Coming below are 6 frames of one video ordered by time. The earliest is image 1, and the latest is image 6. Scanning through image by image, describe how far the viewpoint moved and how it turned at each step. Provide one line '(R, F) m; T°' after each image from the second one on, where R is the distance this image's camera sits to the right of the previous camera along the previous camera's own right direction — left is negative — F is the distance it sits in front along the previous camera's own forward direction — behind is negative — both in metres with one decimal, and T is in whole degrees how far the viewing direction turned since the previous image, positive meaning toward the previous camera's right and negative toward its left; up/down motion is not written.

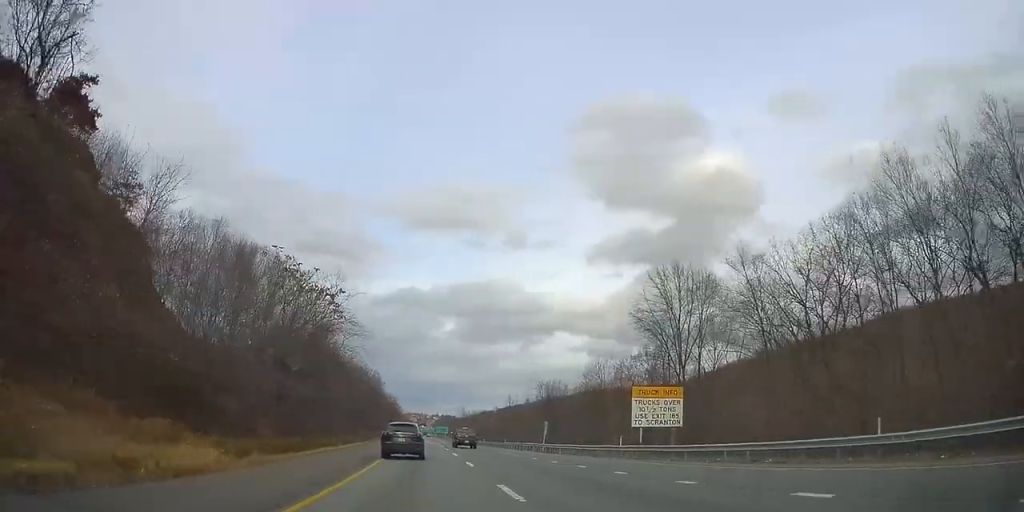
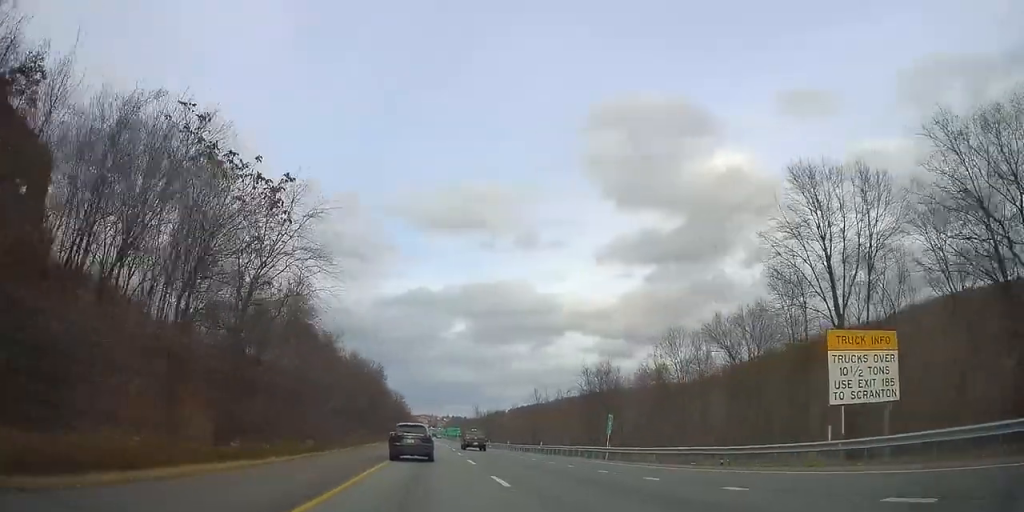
(-0.5, +20.3) m; -2°
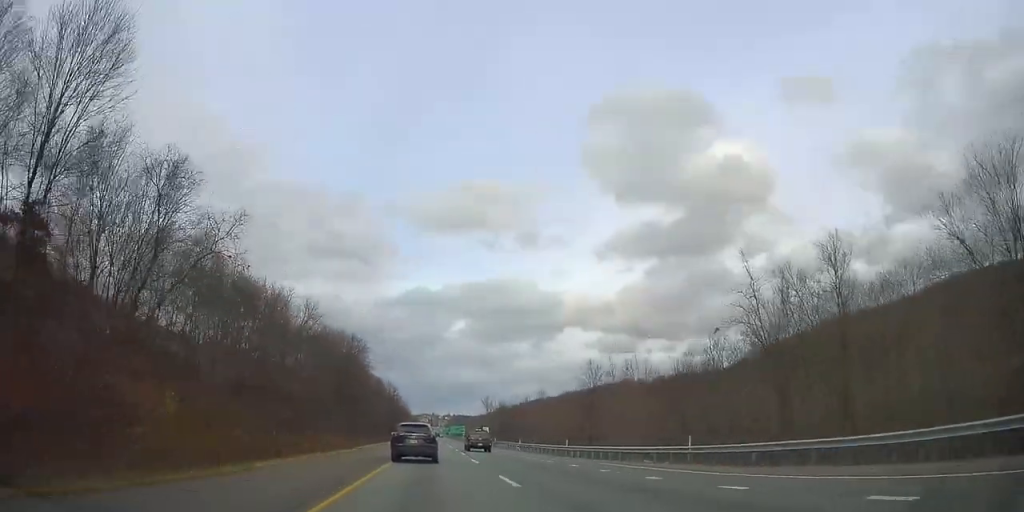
(-1.5, +36.4) m; -4°
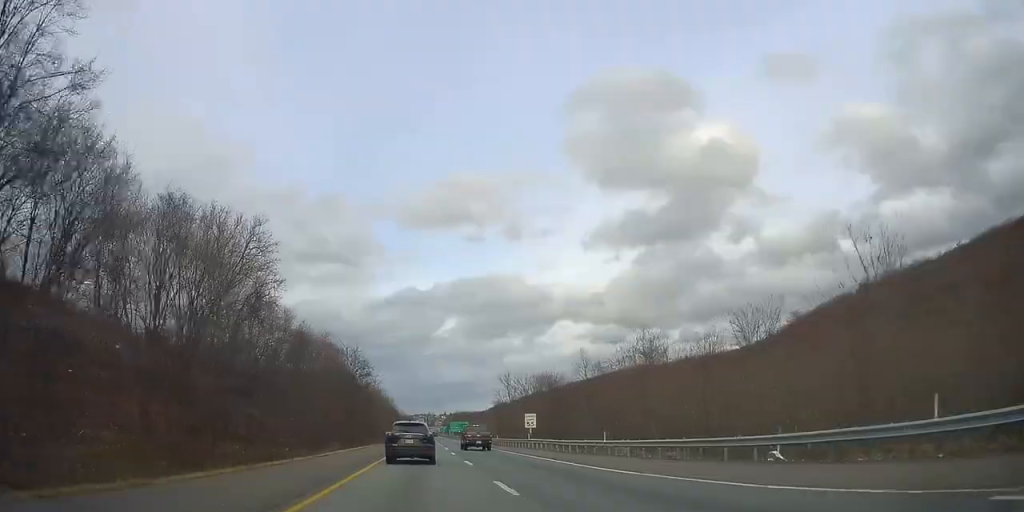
(-0.2, +62.8) m; 0°
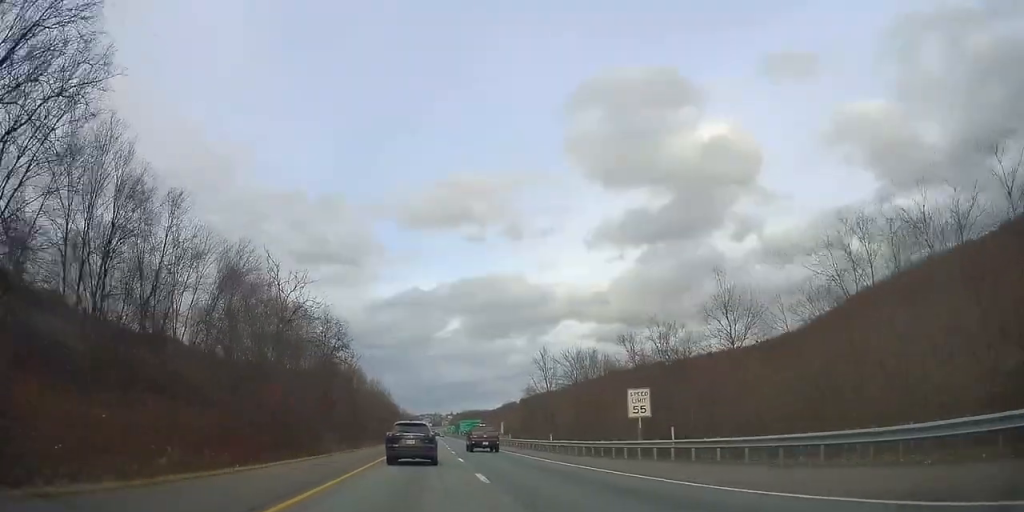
(-0.8, +33.3) m; -1°
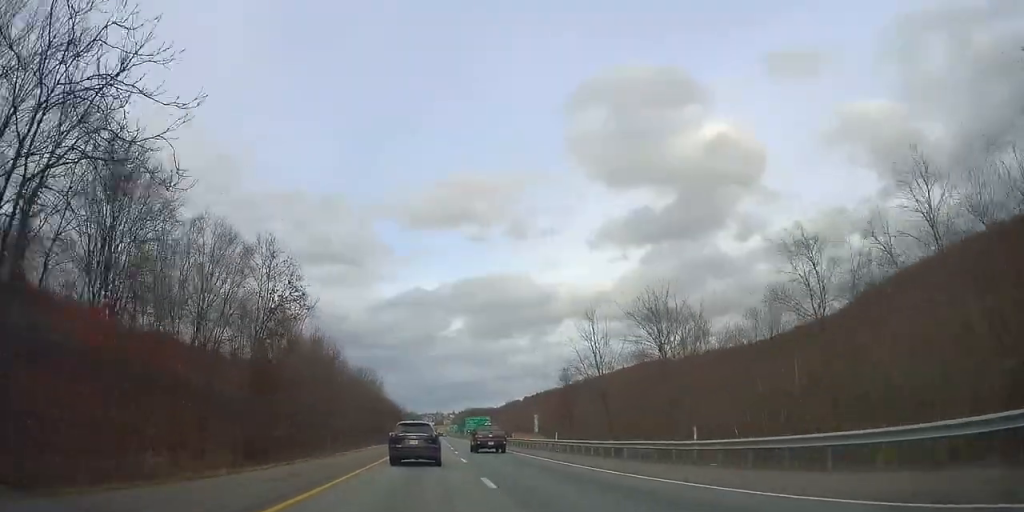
(+0.2, +25.8) m; +1°
